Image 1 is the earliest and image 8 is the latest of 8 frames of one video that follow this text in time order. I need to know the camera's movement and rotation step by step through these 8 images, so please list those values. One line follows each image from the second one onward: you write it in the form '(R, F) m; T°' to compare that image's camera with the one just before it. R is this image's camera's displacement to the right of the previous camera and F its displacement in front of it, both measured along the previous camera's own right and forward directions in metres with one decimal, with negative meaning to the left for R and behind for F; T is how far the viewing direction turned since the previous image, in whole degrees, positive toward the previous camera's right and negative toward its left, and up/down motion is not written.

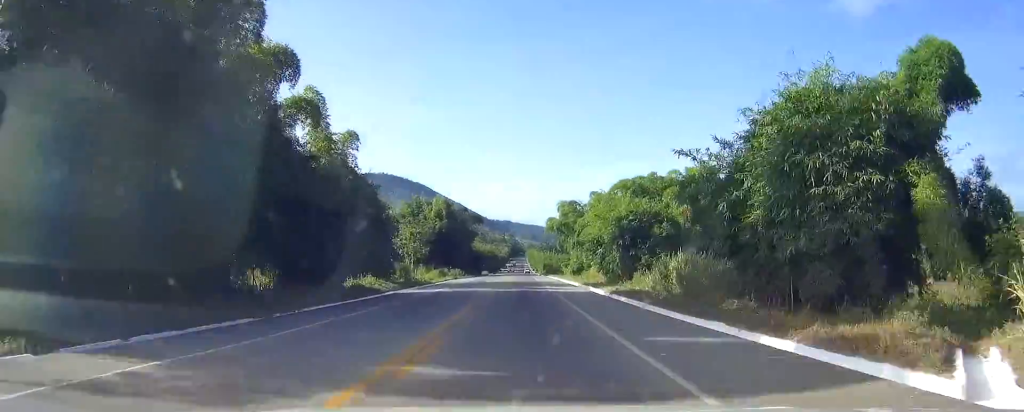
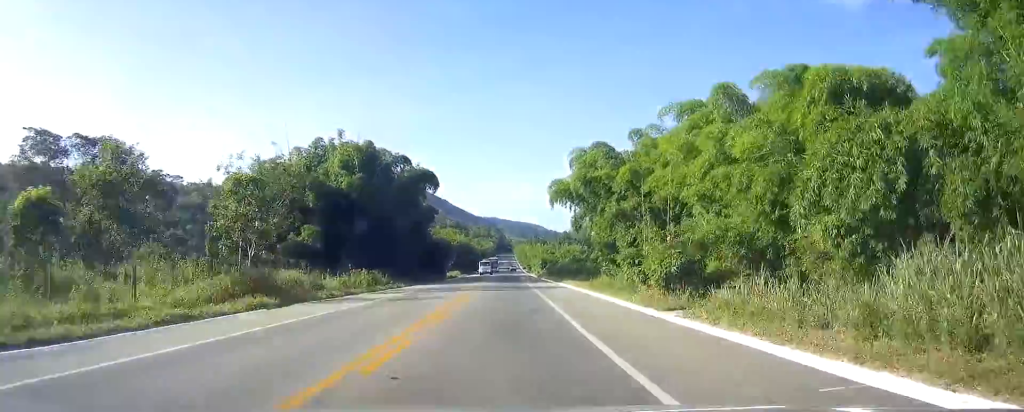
(+0.4, +62.2) m; 0°
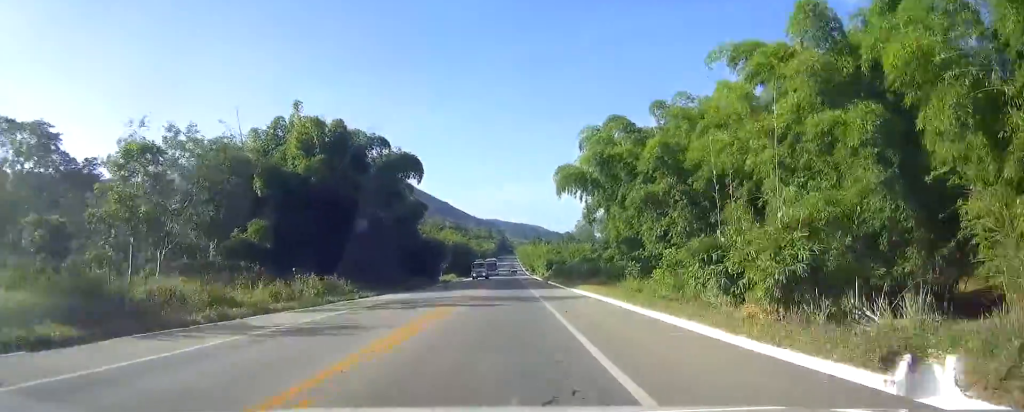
(0.0, +13.5) m; 0°
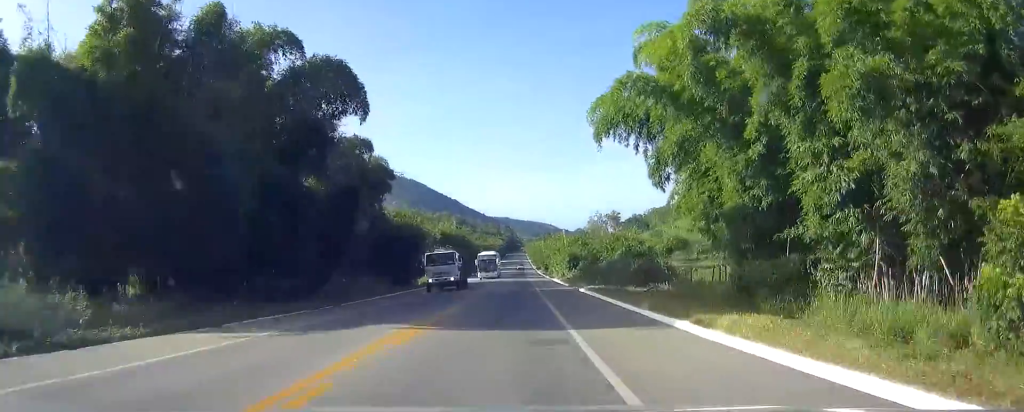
(+0.1, +30.2) m; 0°
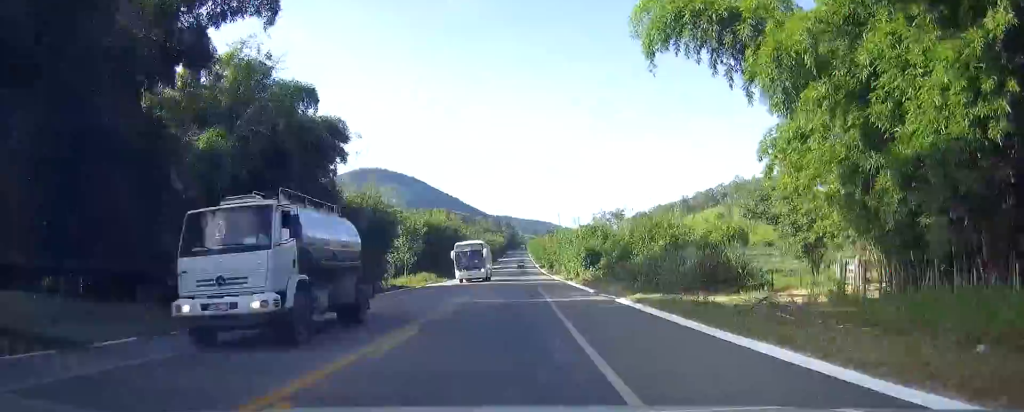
(0.0, +17.8) m; 0°
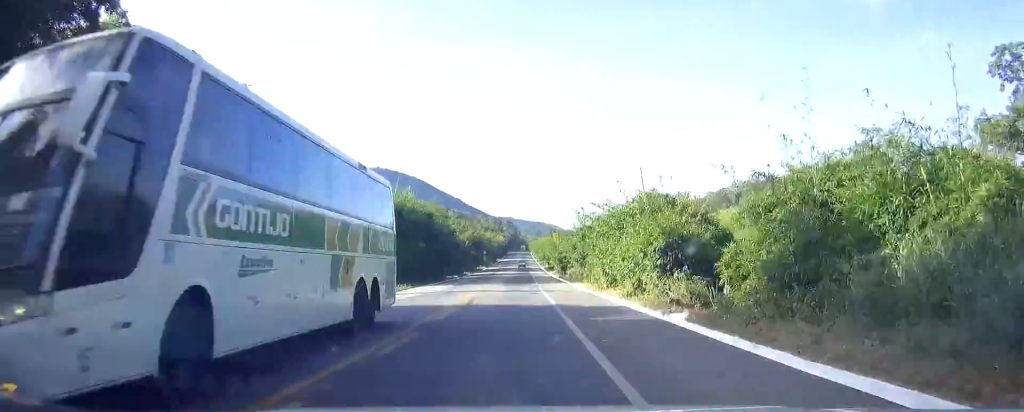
(-0.1, +31.5) m; 0°
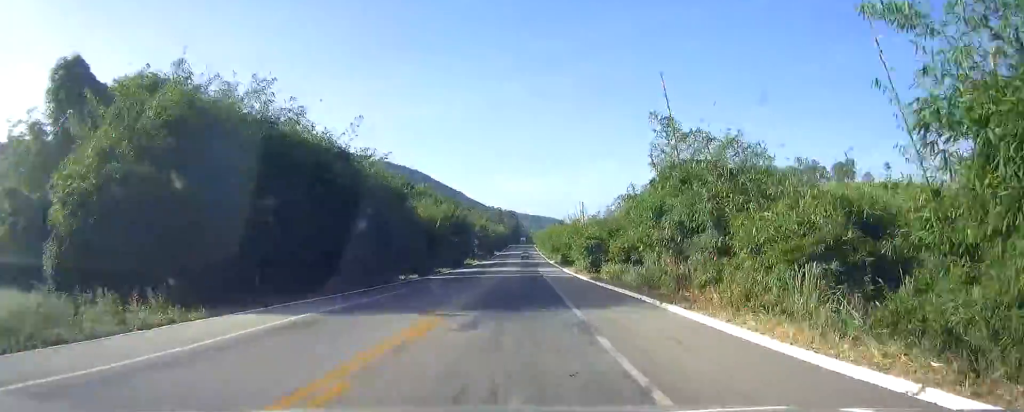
(+0.1, +38.0) m; 0°
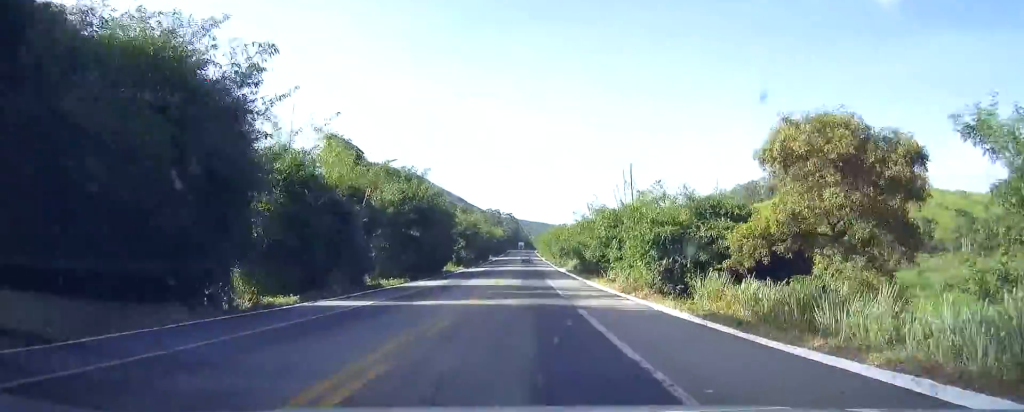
(-0.1, +30.6) m; 0°
